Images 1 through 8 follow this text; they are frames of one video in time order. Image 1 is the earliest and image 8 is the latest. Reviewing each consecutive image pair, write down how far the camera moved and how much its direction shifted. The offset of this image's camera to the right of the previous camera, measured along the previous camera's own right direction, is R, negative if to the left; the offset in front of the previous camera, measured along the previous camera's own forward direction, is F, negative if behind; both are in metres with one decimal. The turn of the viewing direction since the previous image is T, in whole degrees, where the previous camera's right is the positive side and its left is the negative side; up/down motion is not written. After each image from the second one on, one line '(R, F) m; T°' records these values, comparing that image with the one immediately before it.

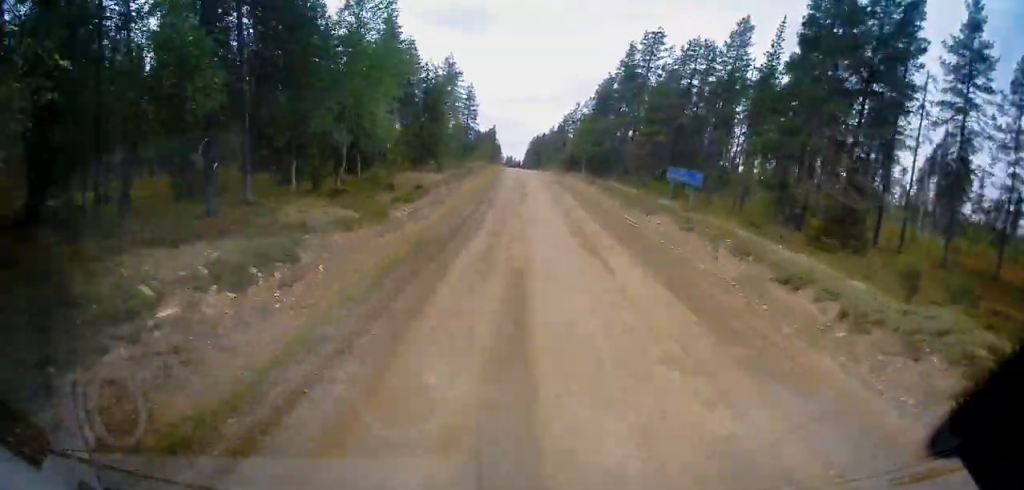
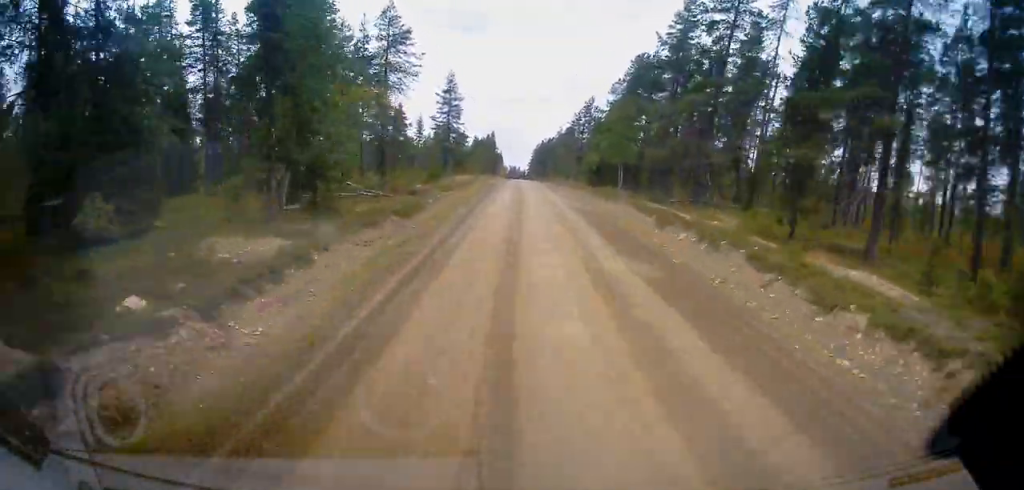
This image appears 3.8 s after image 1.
(-1.2, +33.9) m; -2°
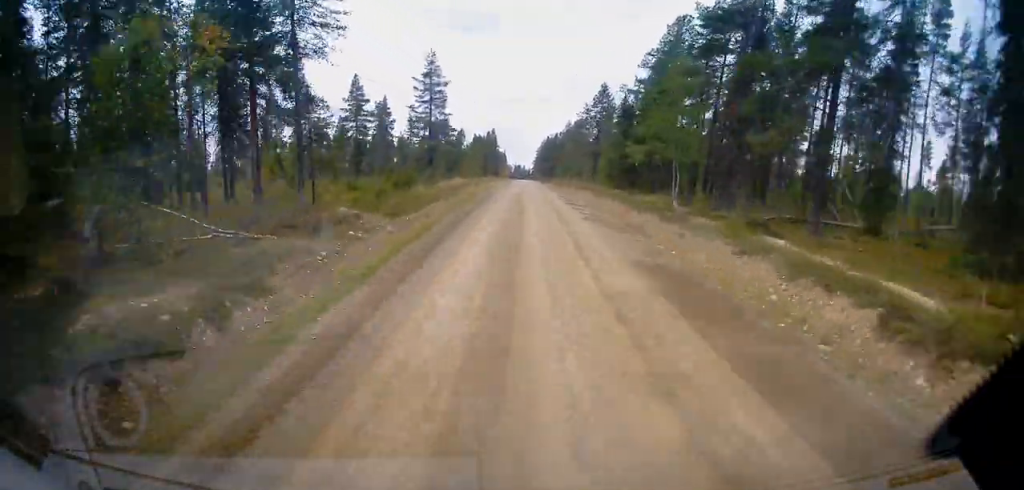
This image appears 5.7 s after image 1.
(-1.0, +17.9) m; -2°
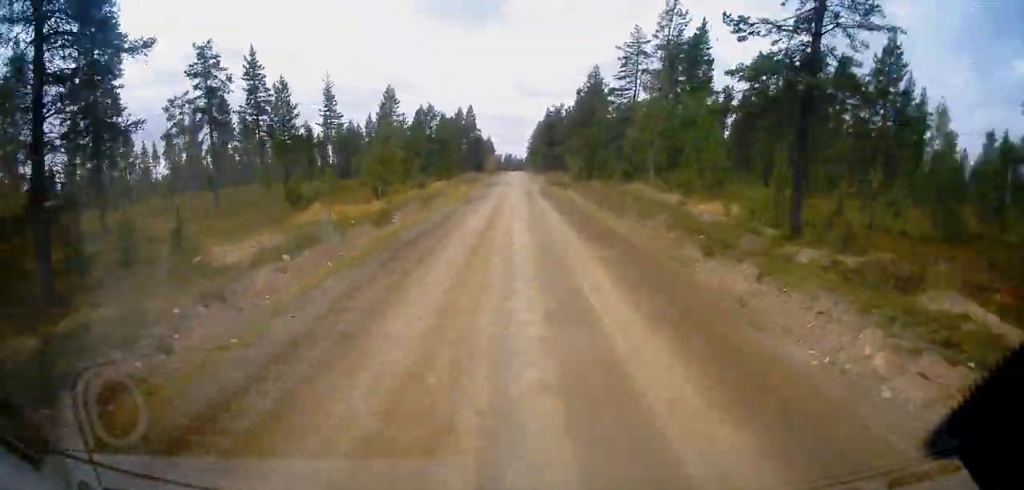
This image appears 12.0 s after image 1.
(0.0, +58.3) m; -2°
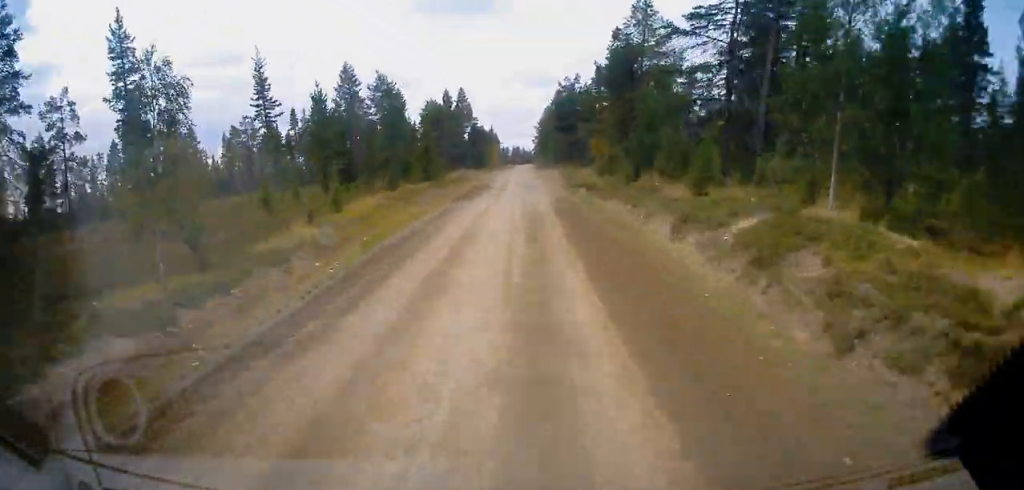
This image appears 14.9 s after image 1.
(-0.3, +26.8) m; -2°
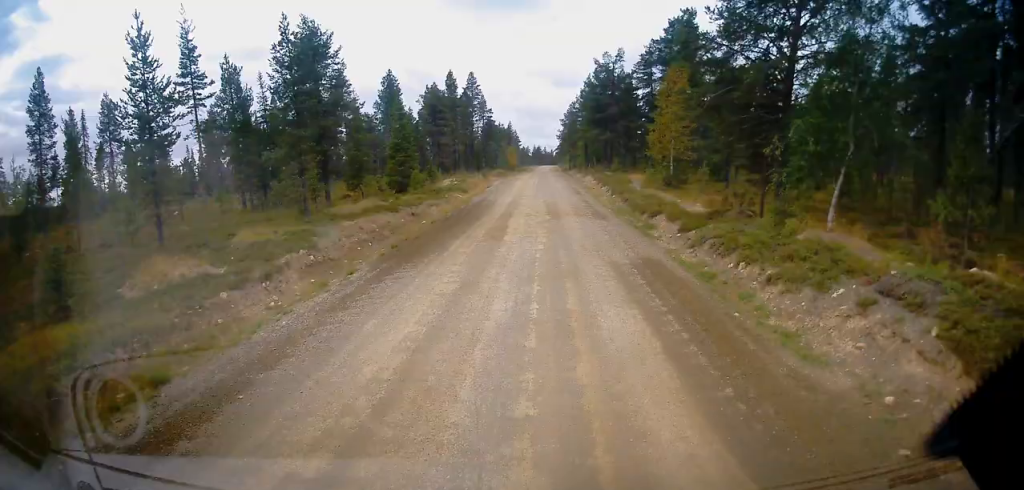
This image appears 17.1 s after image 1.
(-0.2, +21.5) m; -3°
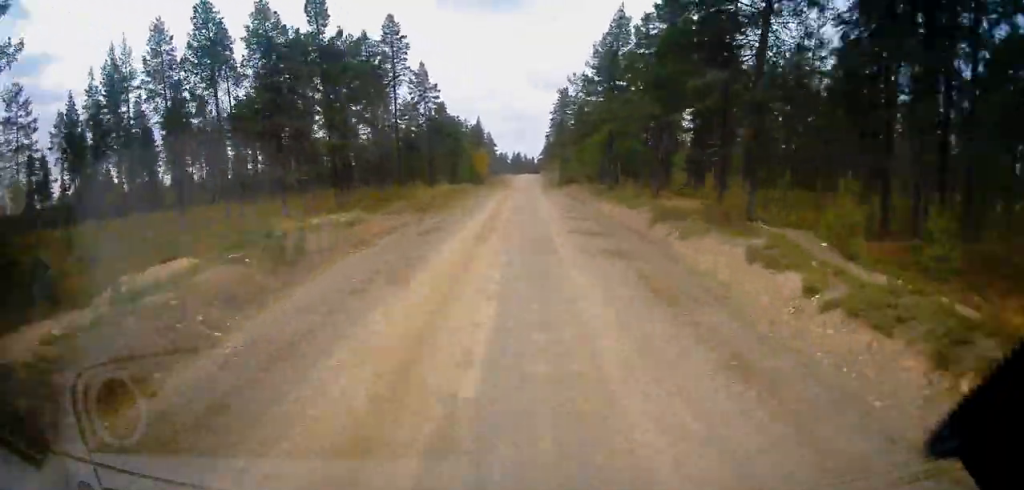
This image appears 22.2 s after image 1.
(-3.0, +50.0) m; +5°
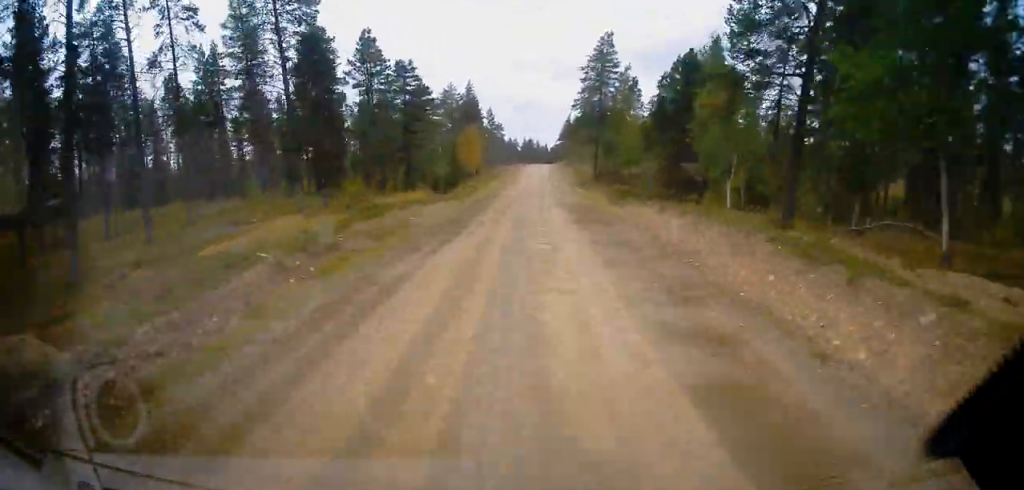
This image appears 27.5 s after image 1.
(+9.2, +51.9) m; +15°
